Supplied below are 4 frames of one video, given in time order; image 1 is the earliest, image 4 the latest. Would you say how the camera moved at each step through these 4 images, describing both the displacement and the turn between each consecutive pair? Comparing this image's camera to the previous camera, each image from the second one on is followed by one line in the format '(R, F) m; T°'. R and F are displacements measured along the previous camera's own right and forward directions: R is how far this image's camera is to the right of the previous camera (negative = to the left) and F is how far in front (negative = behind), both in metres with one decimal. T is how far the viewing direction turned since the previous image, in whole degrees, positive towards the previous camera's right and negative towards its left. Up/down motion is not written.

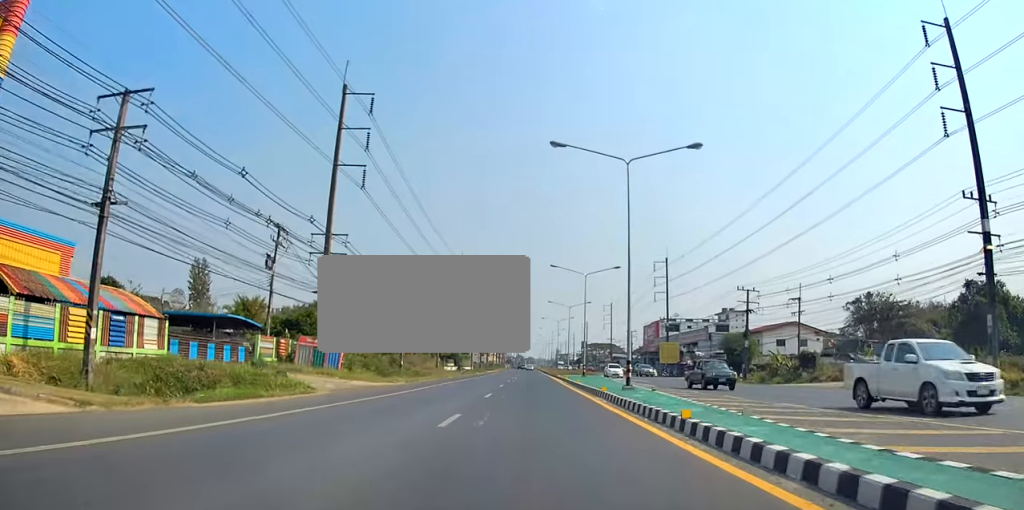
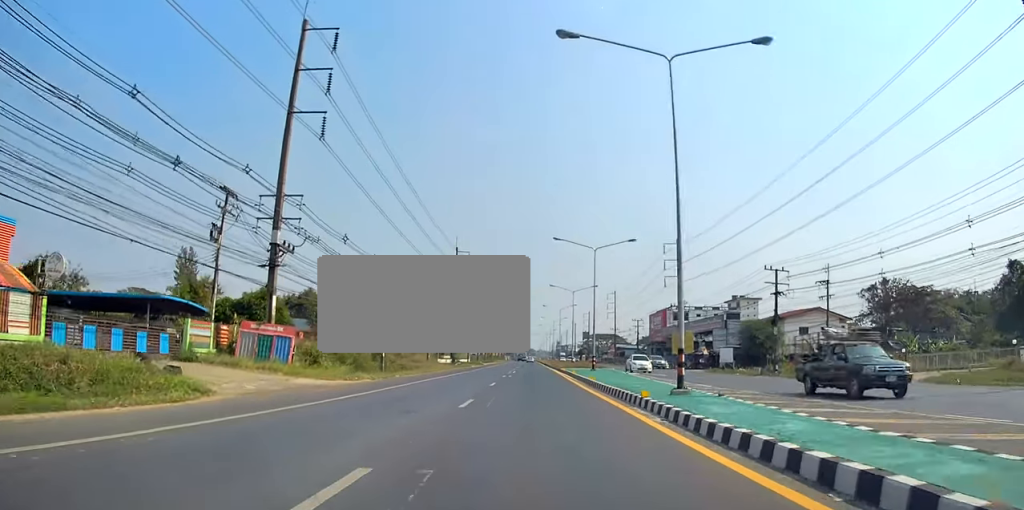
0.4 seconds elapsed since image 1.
(0.0, +8.4) m; -1°
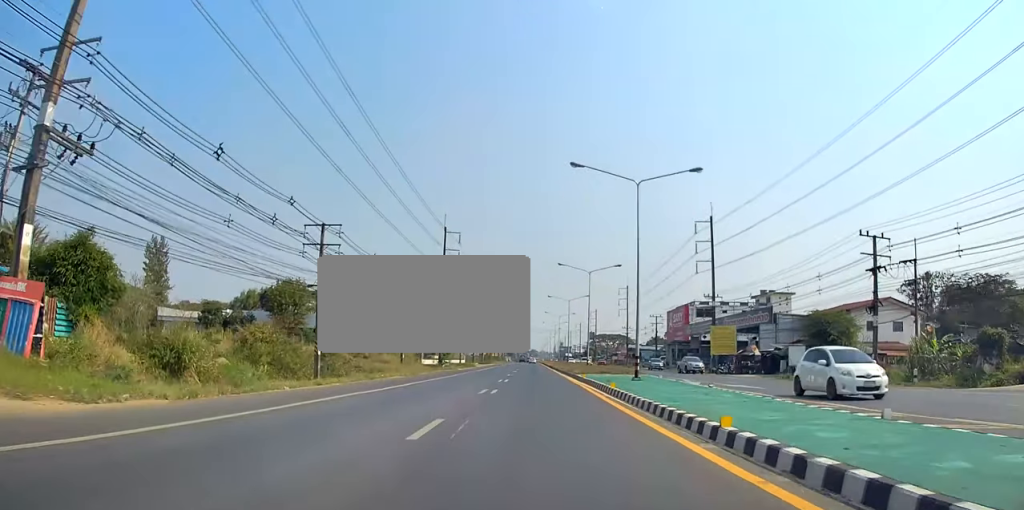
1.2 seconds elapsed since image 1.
(-0.3, +17.7) m; -2°
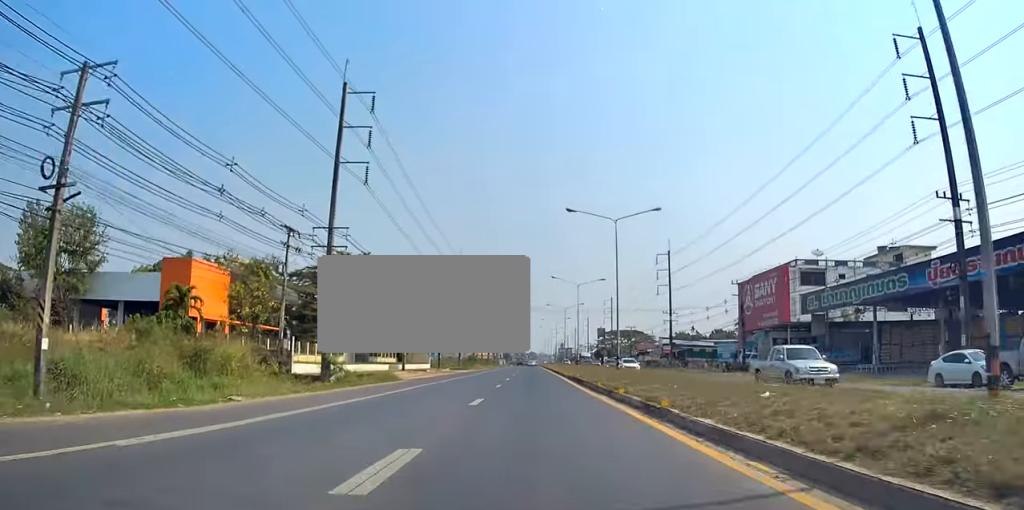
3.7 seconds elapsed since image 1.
(-1.0, +50.3) m; 0°
